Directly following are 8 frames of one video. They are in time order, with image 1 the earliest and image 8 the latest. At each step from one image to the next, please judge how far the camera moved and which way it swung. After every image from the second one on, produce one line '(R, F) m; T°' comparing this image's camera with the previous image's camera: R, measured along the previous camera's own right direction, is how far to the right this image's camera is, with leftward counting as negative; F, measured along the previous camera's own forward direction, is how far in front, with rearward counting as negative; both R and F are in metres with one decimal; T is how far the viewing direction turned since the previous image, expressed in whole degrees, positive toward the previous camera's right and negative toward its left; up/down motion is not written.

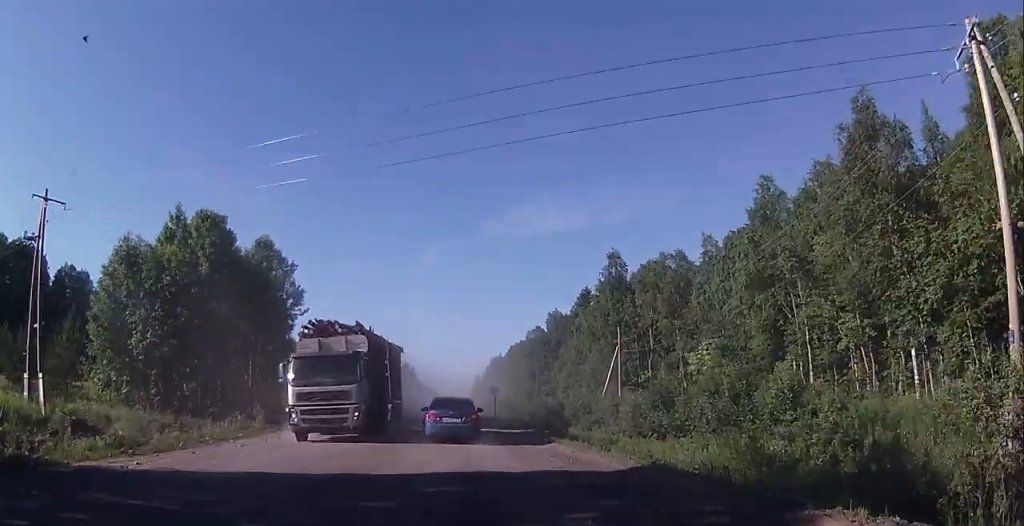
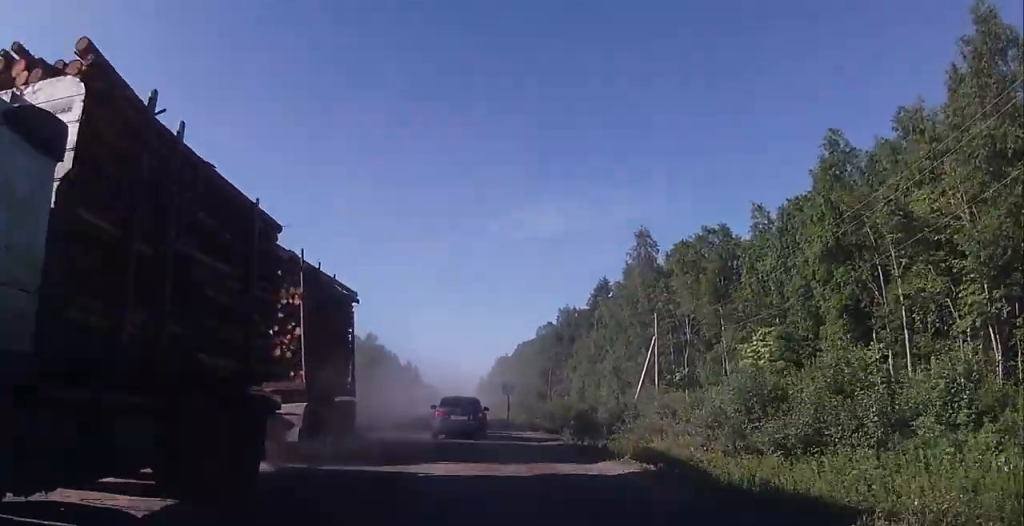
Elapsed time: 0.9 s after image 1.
(0.0, +10.8) m; 0°
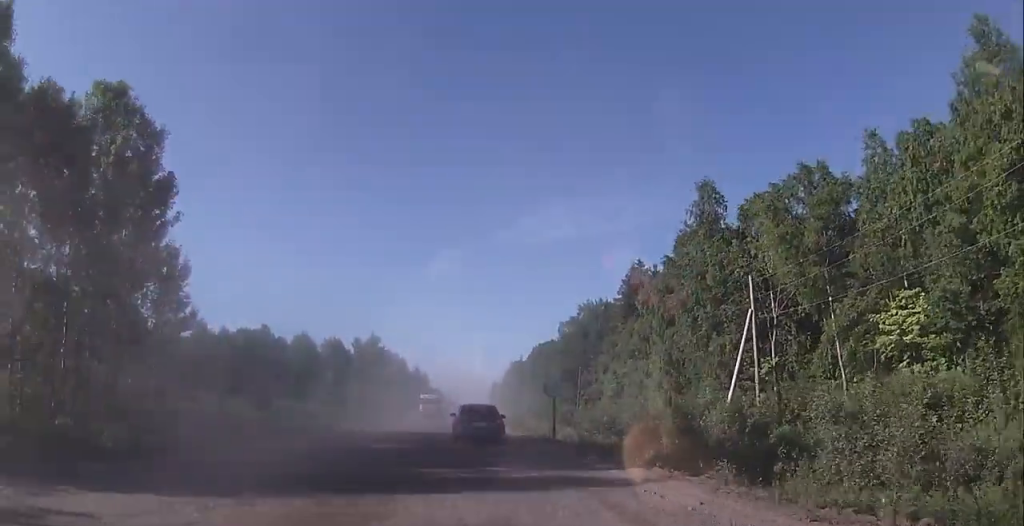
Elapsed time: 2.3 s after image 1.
(-0.2, +16.3) m; -2°
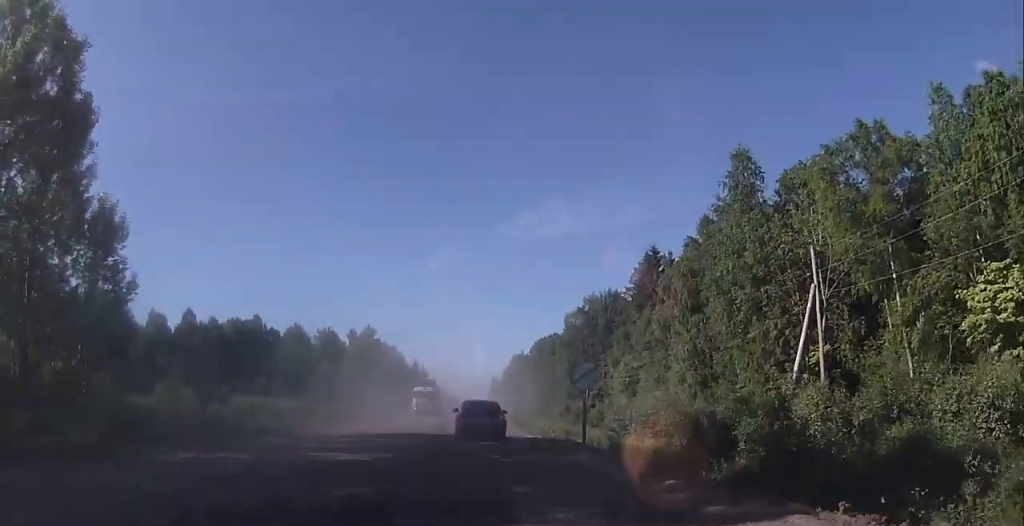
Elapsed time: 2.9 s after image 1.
(0.0, +7.1) m; 0°
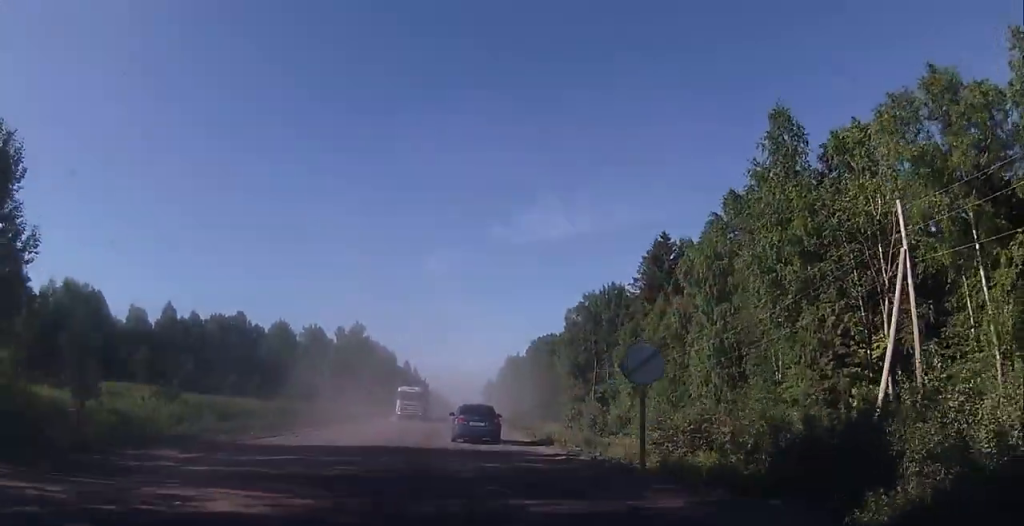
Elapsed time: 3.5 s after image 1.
(0.0, +7.5) m; +1°
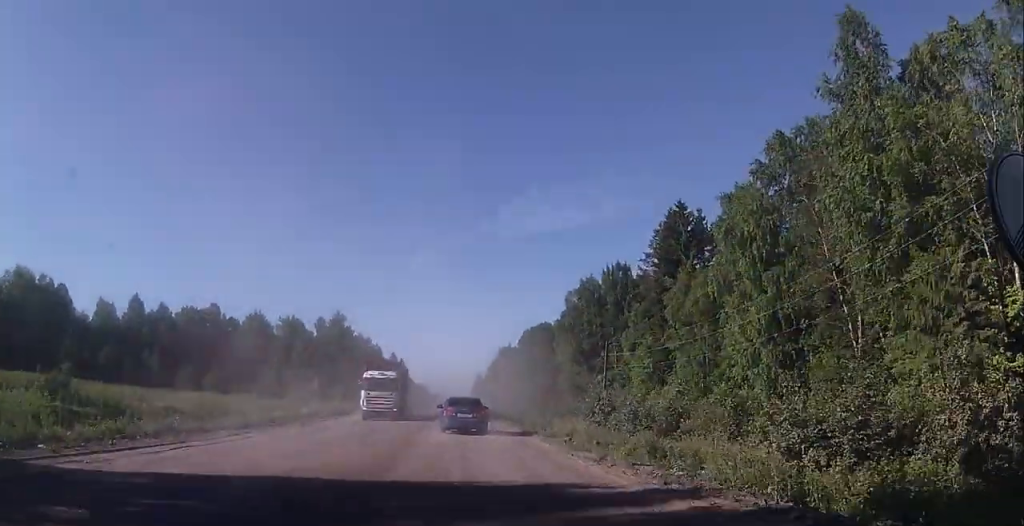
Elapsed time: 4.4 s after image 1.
(+0.2, +10.5) m; -1°
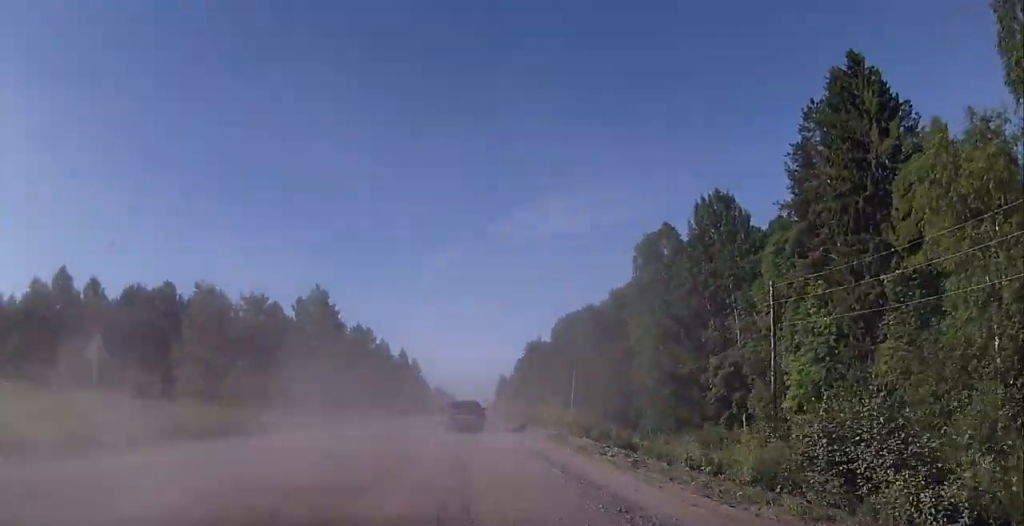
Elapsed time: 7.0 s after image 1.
(0.0, +30.6) m; +3°
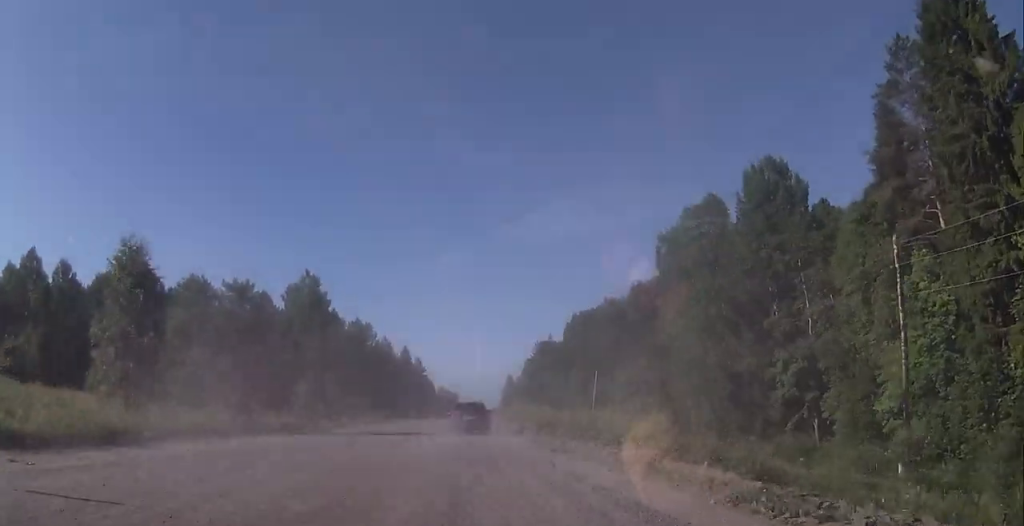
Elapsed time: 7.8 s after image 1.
(+0.1, +9.7) m; +1°
